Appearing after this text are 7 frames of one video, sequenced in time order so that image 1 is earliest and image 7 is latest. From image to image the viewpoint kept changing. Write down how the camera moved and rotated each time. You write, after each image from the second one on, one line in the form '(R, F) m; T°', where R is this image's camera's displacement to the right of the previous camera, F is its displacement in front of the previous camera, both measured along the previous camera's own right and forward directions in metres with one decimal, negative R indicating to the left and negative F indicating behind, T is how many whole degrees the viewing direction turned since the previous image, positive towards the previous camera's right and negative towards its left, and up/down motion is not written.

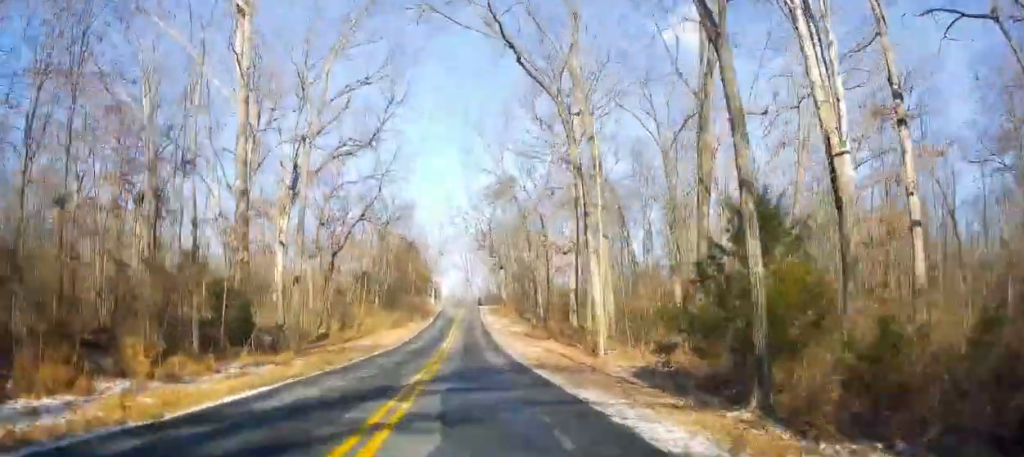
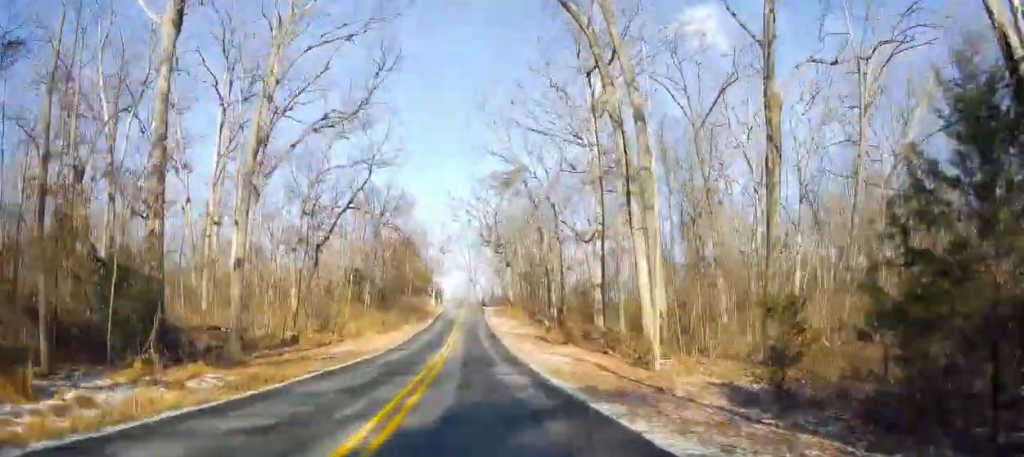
(-0.1, +7.9) m; 0°
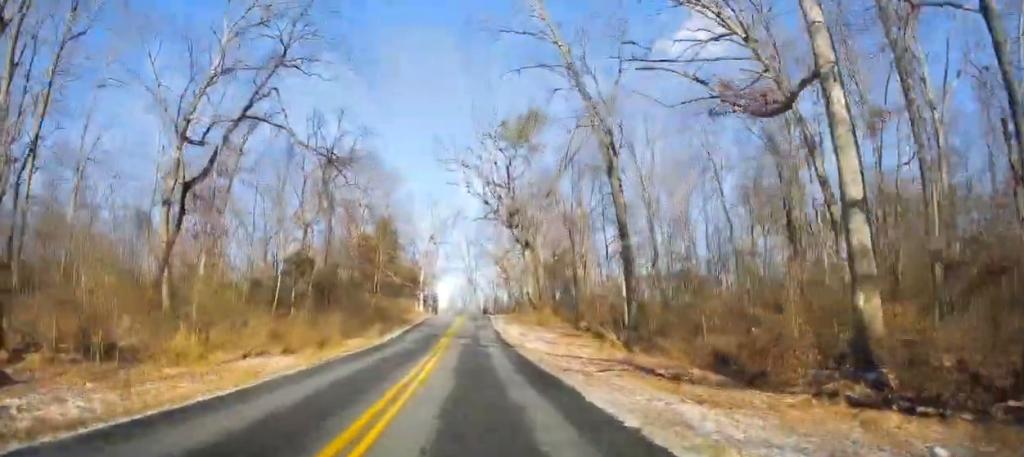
(-0.4, +26.4) m; -1°
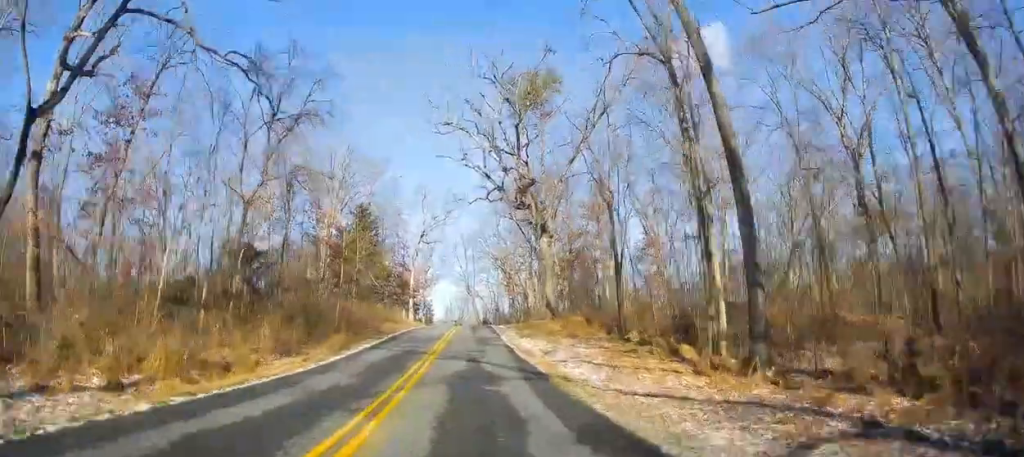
(0.0, +12.4) m; +1°
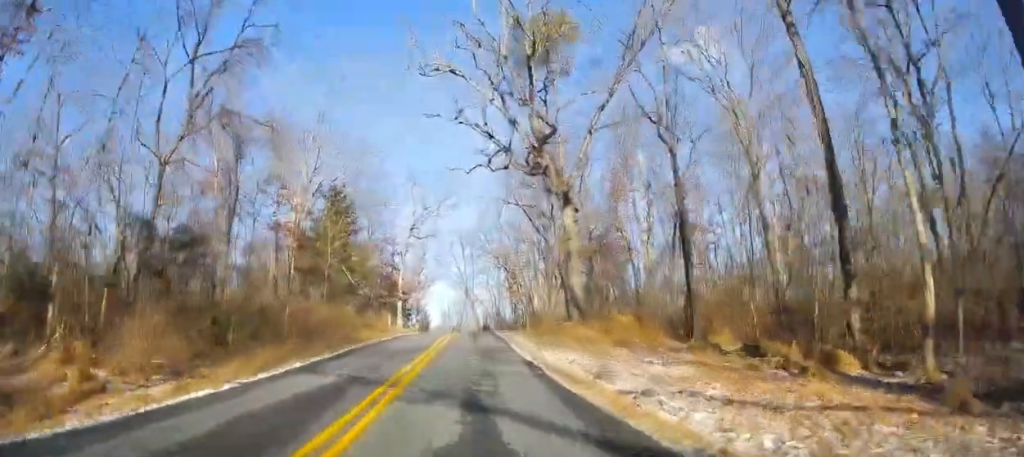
(-0.1, +9.9) m; +1°
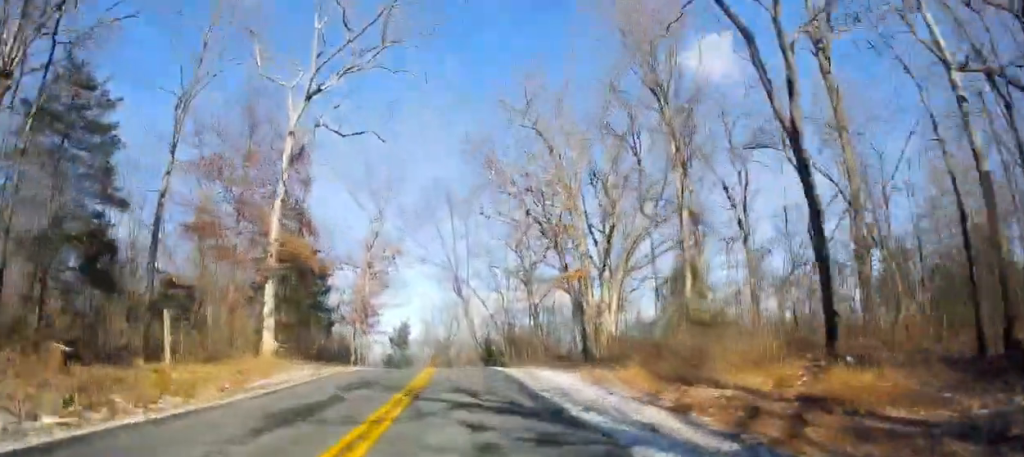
(+1.2, +39.6) m; -1°
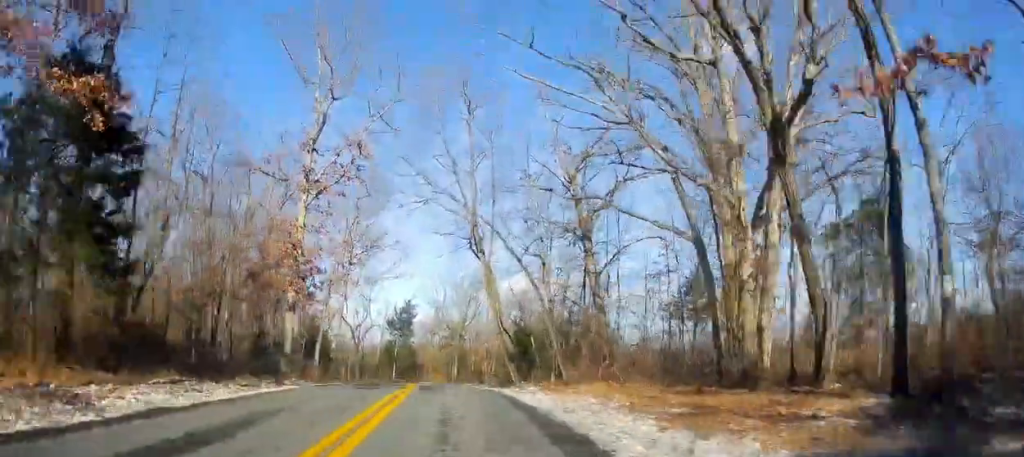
(-1.4, +21.1) m; -5°
